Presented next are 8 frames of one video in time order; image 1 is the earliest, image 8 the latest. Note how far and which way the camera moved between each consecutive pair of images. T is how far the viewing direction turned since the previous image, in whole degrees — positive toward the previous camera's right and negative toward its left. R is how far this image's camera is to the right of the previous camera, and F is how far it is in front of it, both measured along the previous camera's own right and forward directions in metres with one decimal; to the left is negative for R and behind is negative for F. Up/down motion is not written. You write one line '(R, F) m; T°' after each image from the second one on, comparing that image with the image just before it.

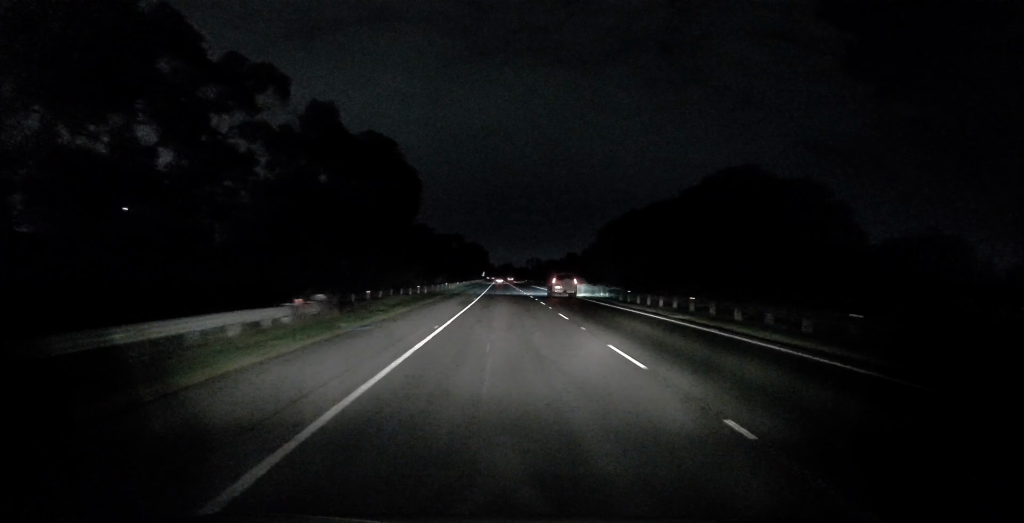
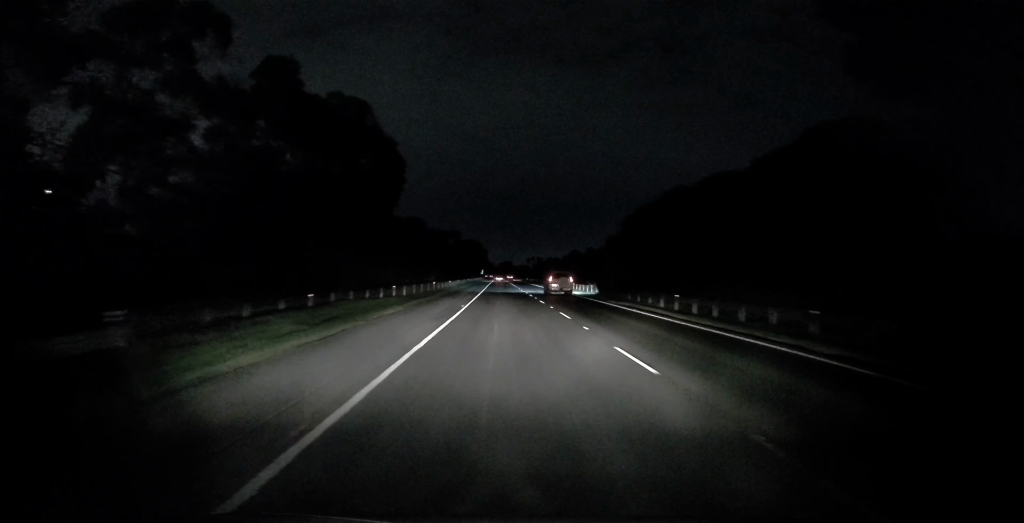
(-0.1, +9.5) m; 0°
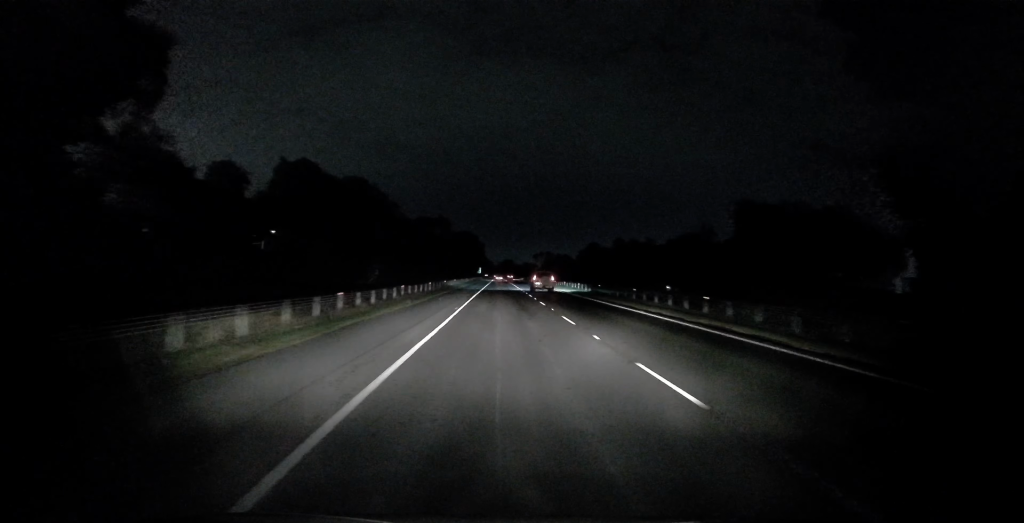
(+1.9, +43.9) m; +4°
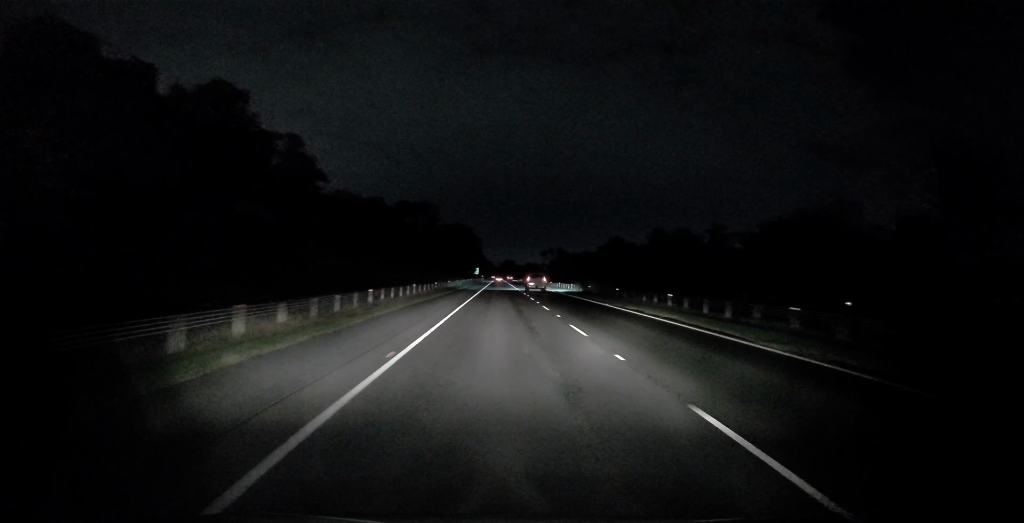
(-1.2, +38.6) m; -3°
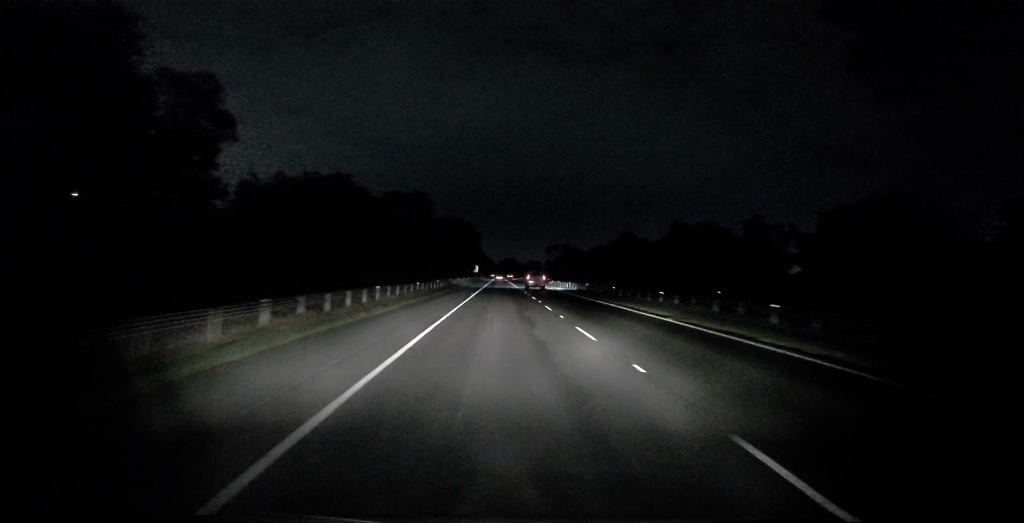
(-0.1, +13.5) m; 0°
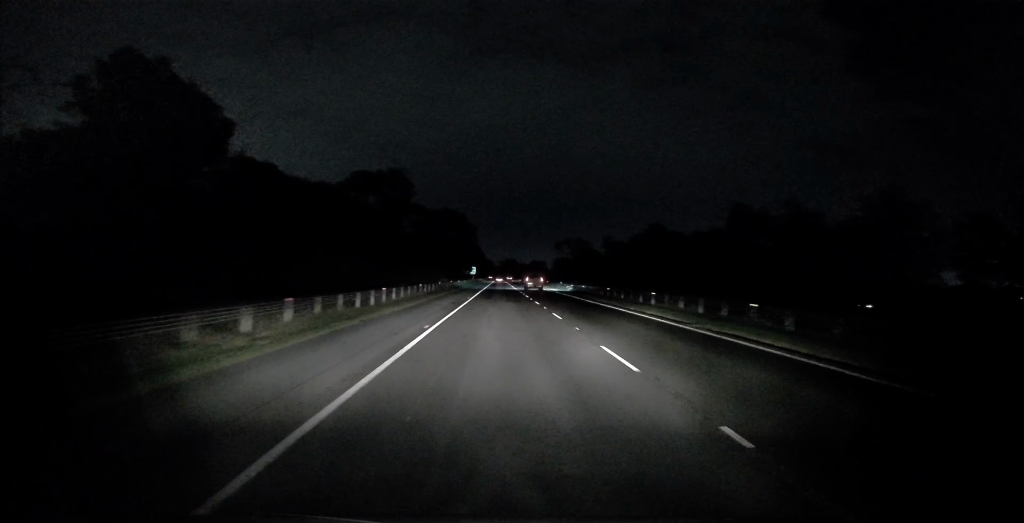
(+0.3, +28.7) m; +1°
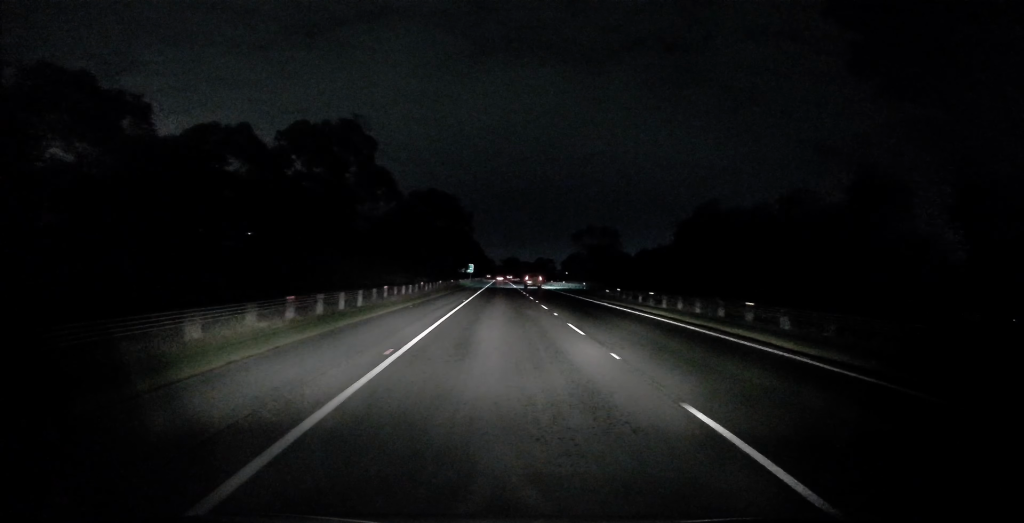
(0.0, +29.5) m; -1°
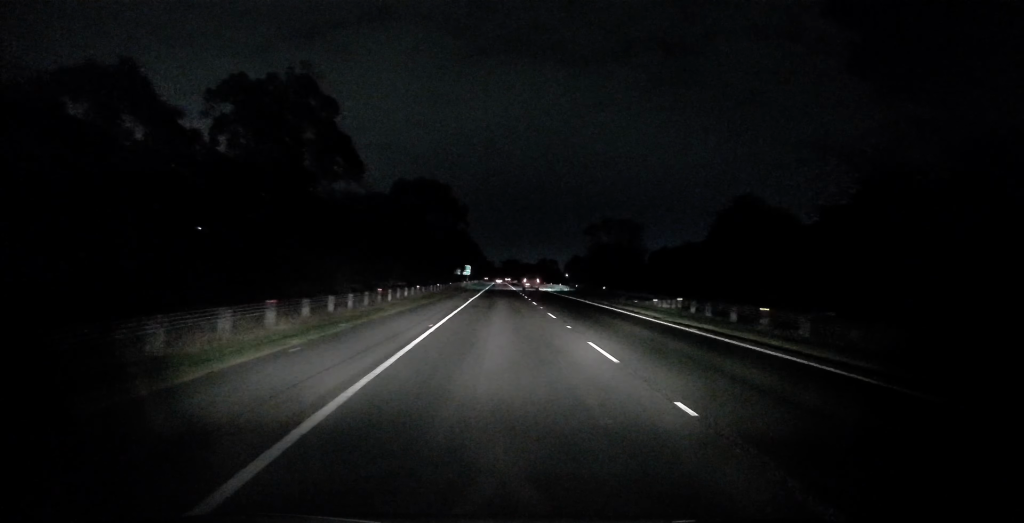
(-0.1, +16.8) m; 0°
